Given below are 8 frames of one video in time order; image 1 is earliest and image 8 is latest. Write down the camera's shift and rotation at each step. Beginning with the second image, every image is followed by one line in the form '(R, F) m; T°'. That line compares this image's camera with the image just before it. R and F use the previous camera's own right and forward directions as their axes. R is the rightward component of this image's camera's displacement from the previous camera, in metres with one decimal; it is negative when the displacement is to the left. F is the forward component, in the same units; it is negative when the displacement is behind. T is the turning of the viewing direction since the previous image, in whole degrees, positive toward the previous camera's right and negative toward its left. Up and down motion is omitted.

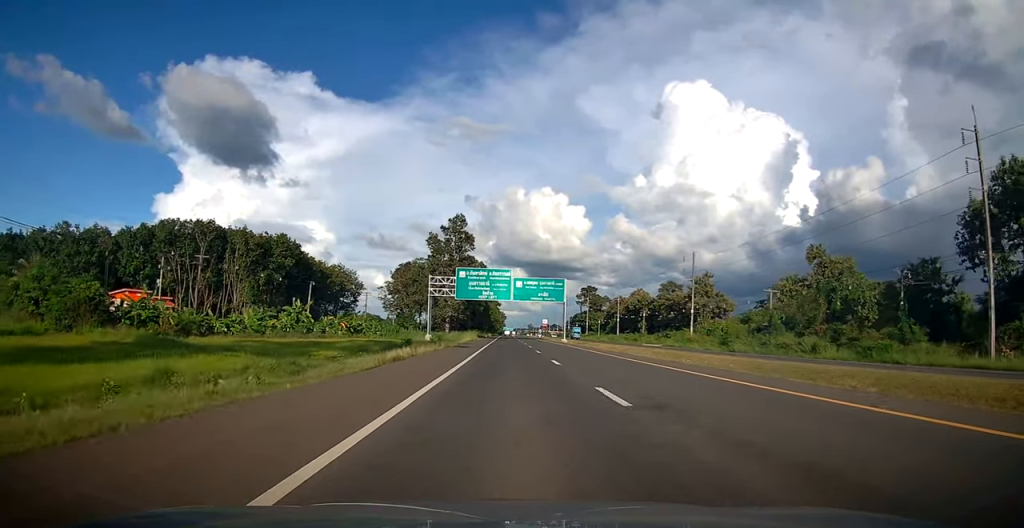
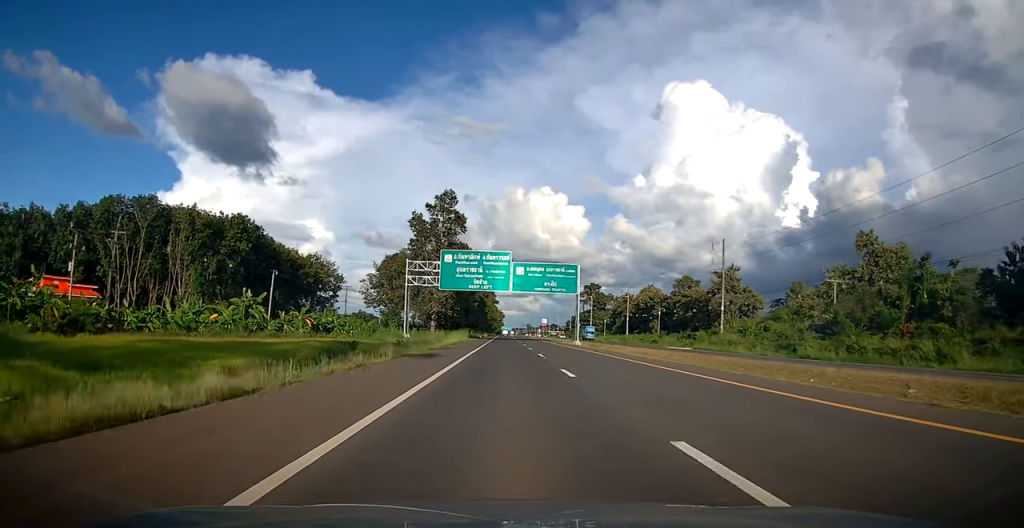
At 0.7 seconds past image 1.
(0.0, +16.2) m; 0°
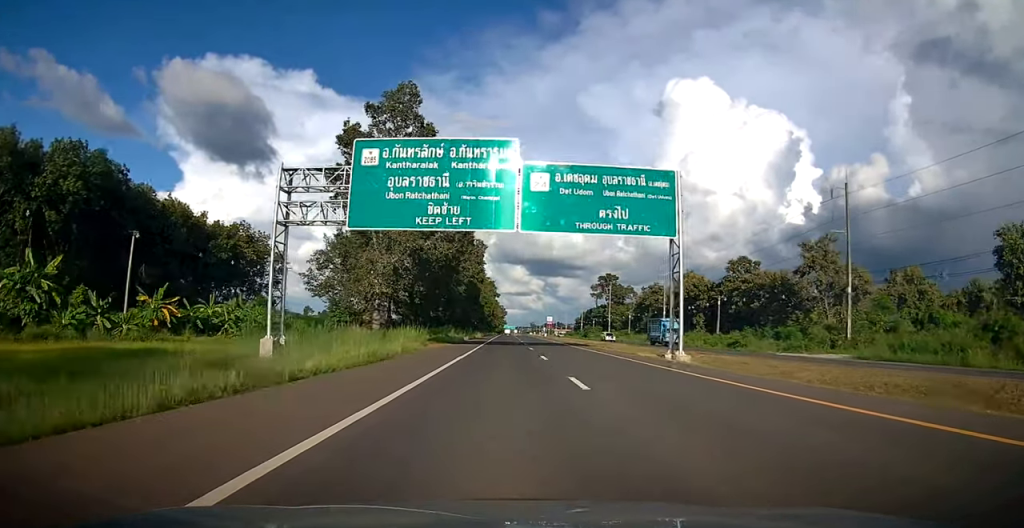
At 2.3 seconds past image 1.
(-0.2, +39.5) m; -1°
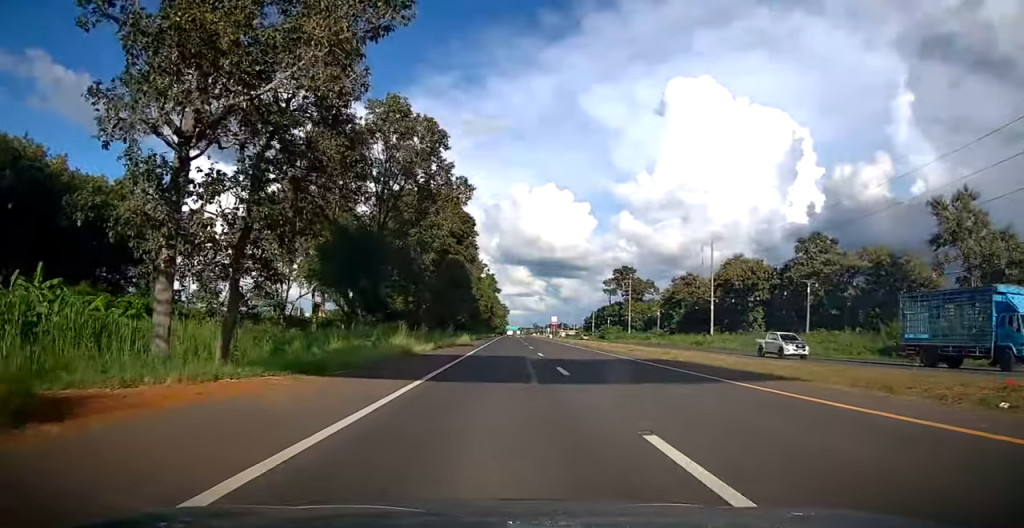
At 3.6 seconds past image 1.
(-0.1, +35.4) m; 0°
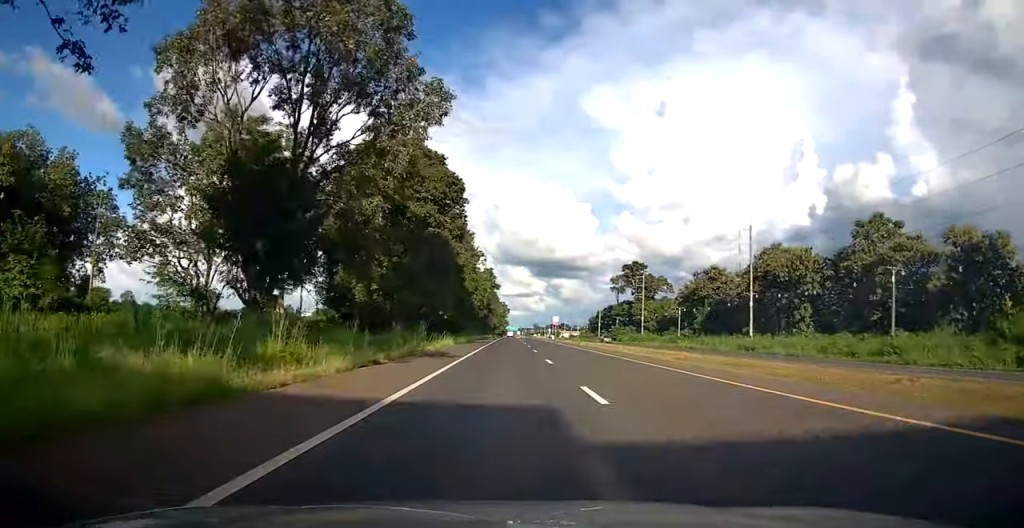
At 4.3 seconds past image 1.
(0.0, +18.7) m; 0°
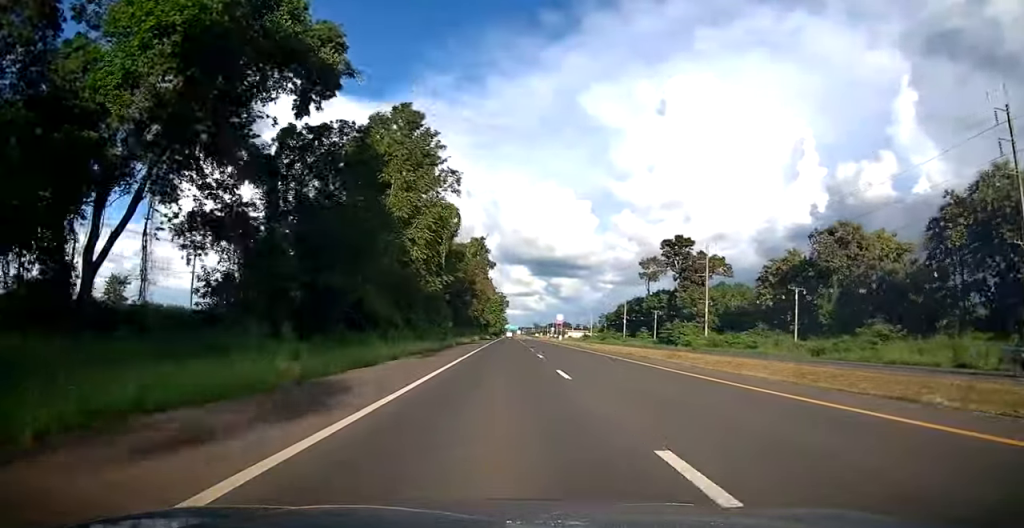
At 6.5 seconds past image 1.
(-0.4, +54.3) m; -1°
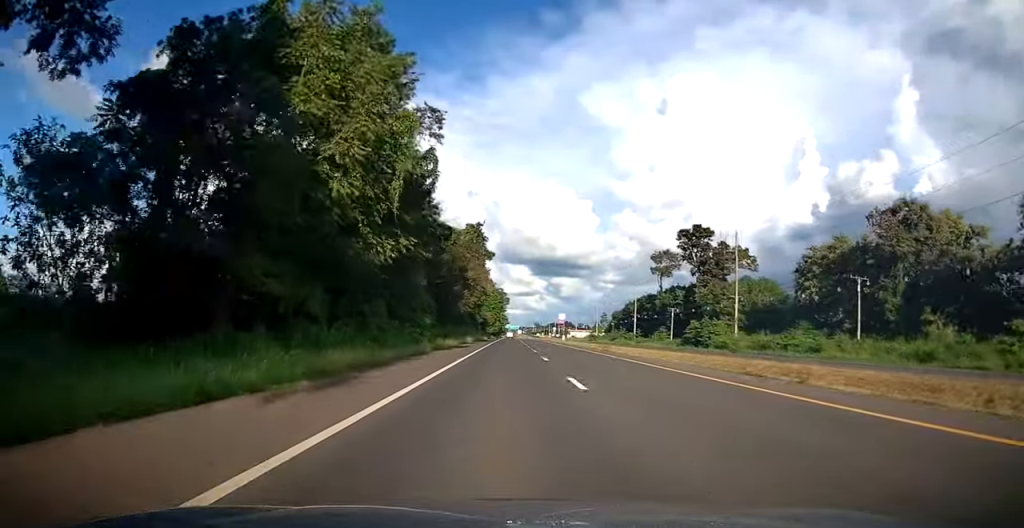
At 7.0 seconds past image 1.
(-0.1, +14.1) m; 0°
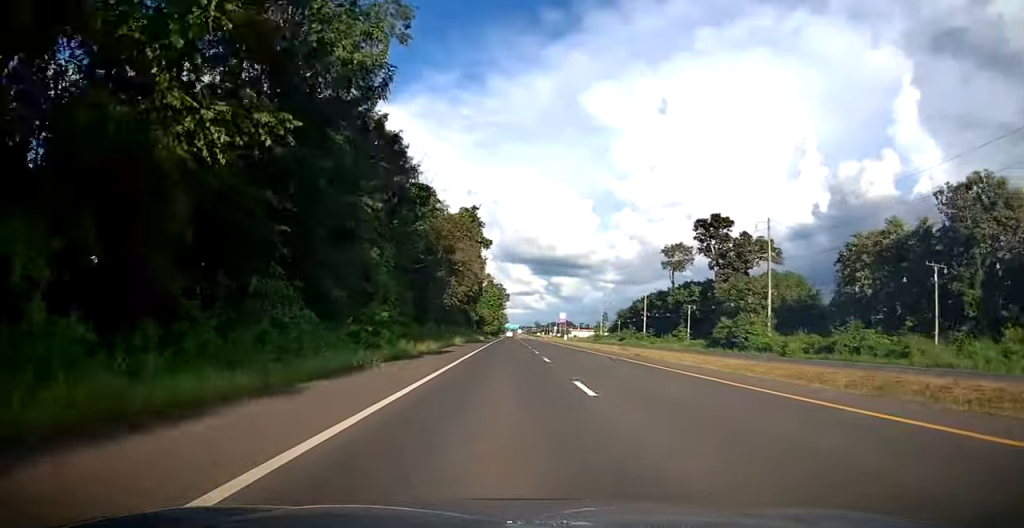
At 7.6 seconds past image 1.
(0.0, +11.7) m; 0°
